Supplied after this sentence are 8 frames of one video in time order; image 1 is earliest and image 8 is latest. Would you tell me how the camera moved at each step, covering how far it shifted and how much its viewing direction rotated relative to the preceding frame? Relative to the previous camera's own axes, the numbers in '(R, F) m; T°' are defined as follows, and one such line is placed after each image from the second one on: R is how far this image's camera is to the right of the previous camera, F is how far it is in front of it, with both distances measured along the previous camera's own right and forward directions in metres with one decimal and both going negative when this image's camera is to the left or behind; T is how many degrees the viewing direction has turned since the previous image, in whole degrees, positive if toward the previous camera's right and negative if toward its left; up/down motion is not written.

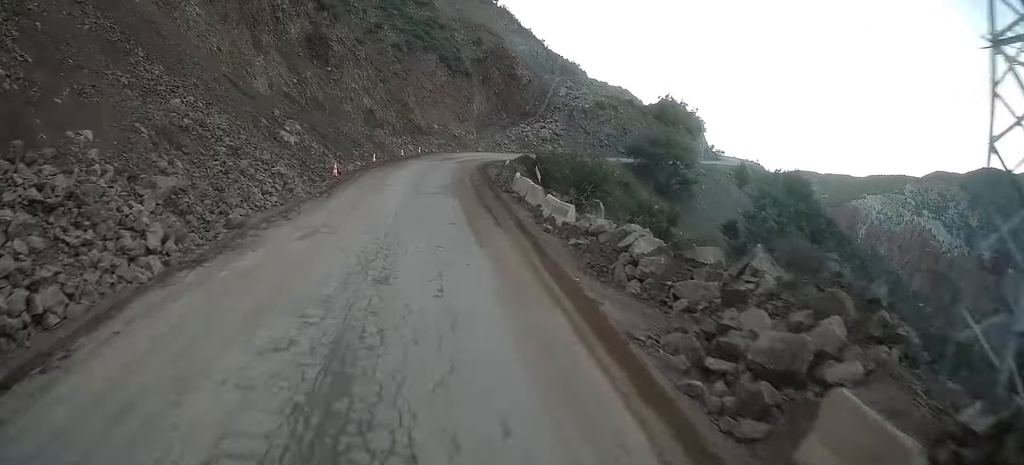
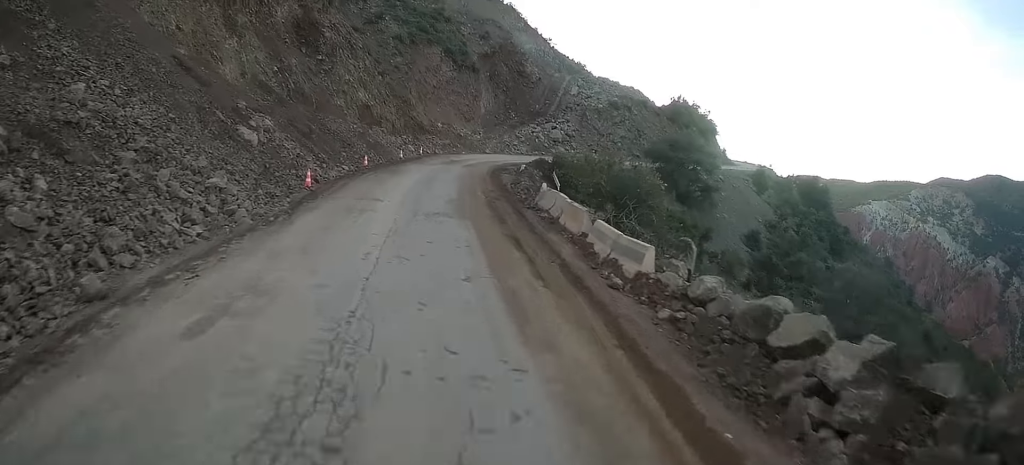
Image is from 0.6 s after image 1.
(0.0, +6.2) m; 0°
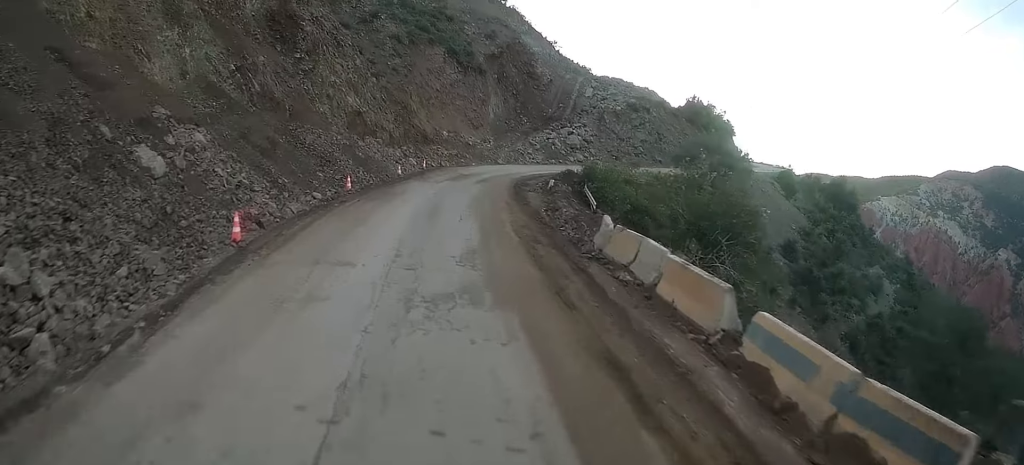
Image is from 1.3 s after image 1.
(0.0, +8.2) m; 0°
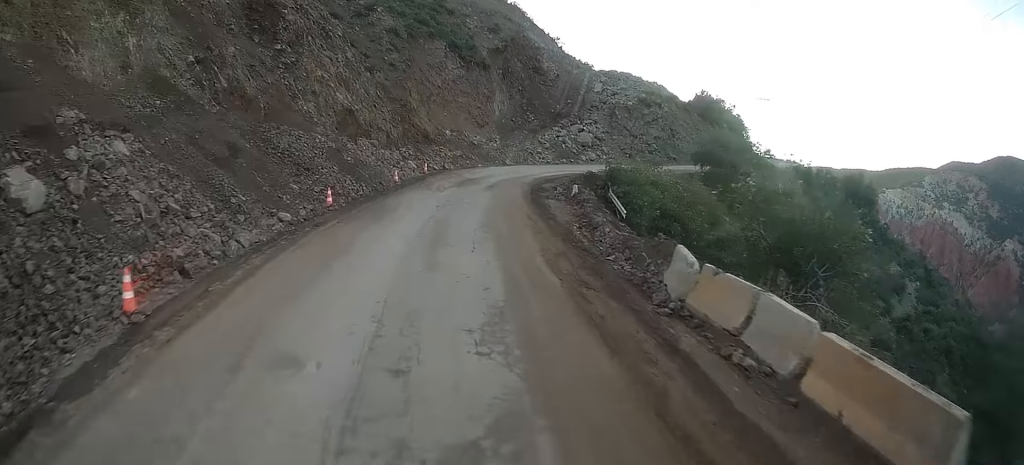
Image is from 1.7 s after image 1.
(0.0, +5.0) m; 0°
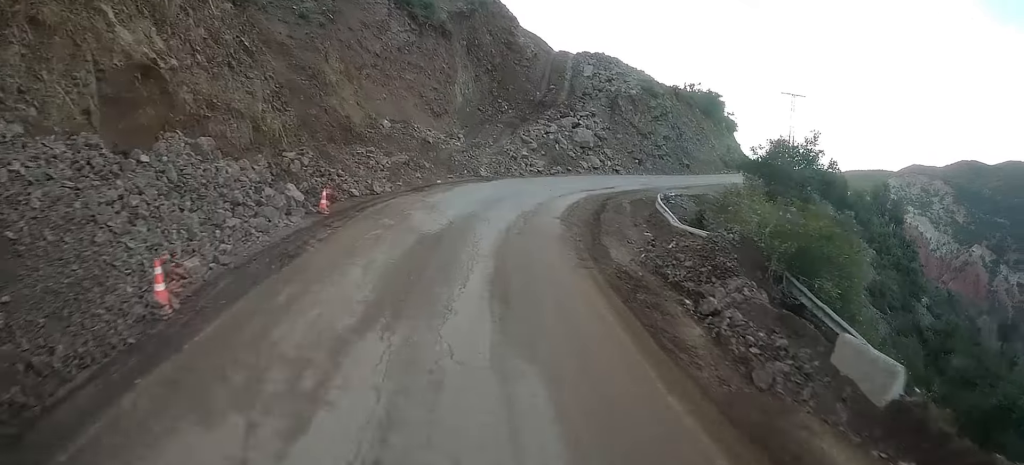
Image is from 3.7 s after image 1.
(+1.2, +22.1) m; +7°
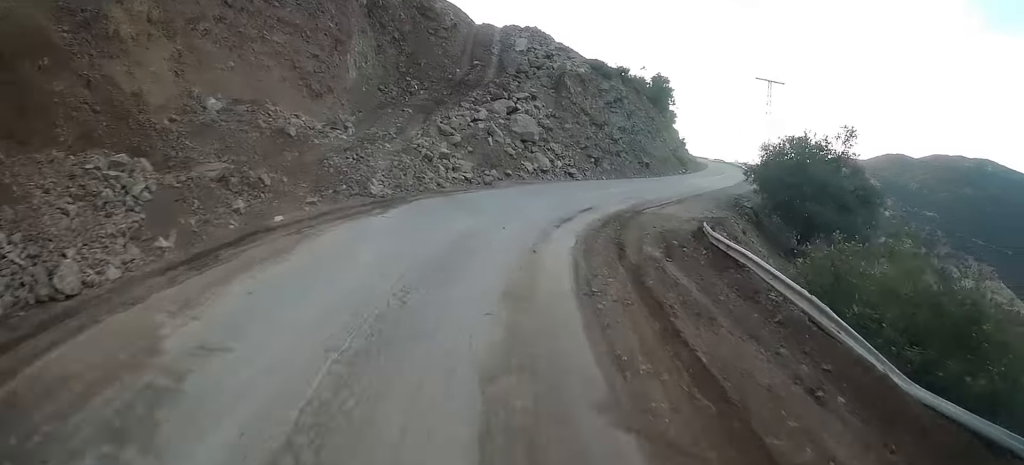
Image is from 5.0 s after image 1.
(+0.6, +14.9) m; +11°
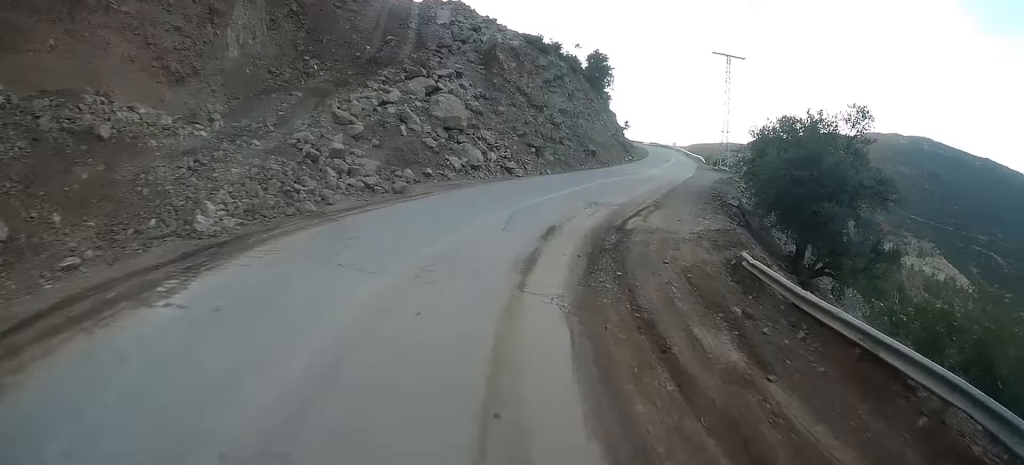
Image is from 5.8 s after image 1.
(+0.5, +8.1) m; +11°
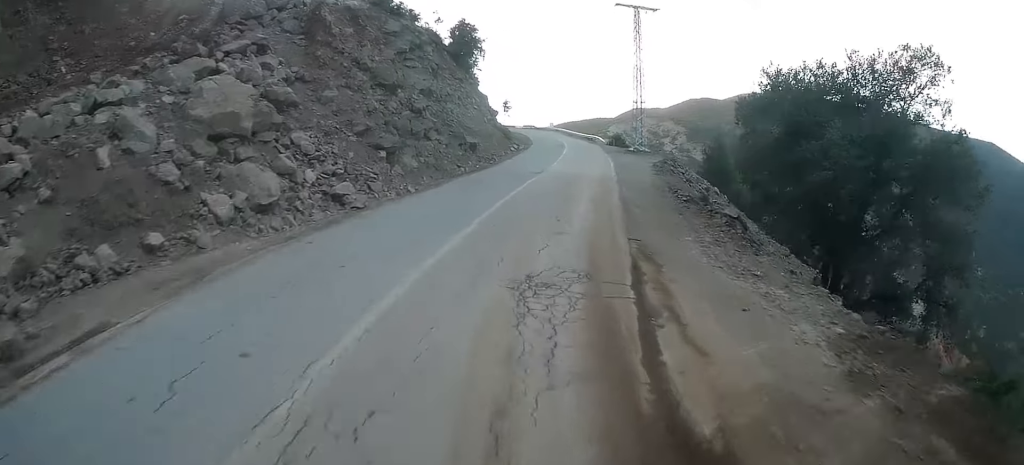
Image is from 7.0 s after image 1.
(+2.5, +13.0) m; +17°
